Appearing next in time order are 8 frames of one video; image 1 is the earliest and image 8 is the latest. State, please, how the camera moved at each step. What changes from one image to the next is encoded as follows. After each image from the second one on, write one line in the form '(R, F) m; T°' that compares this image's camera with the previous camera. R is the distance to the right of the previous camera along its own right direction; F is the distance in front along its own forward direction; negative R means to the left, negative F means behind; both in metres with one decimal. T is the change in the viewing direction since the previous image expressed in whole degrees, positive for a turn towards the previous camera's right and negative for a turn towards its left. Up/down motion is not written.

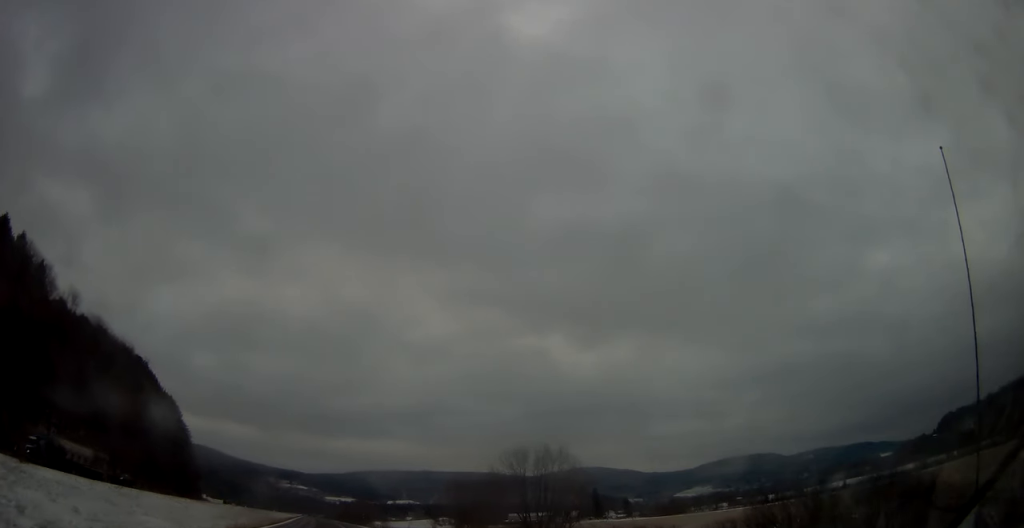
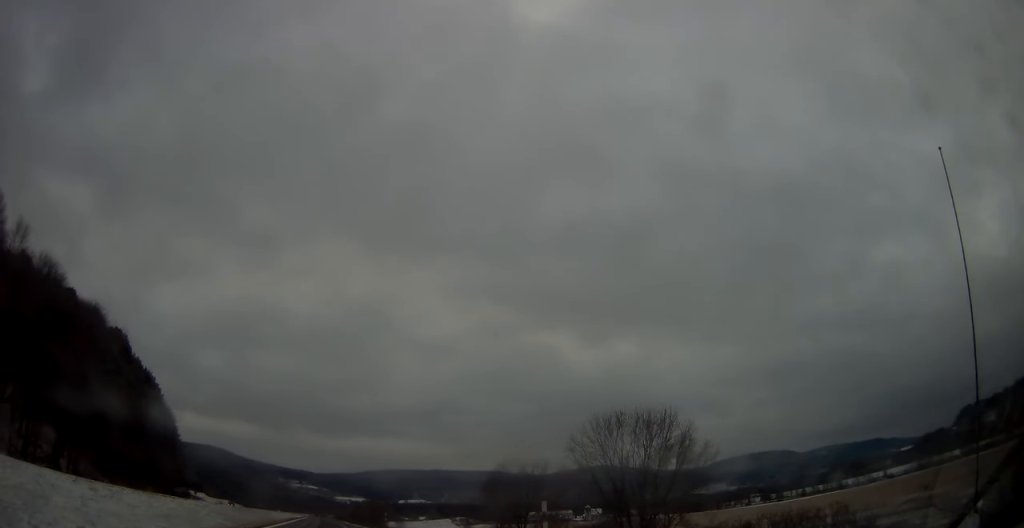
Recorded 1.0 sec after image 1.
(-0.5, +29.8) m; -1°
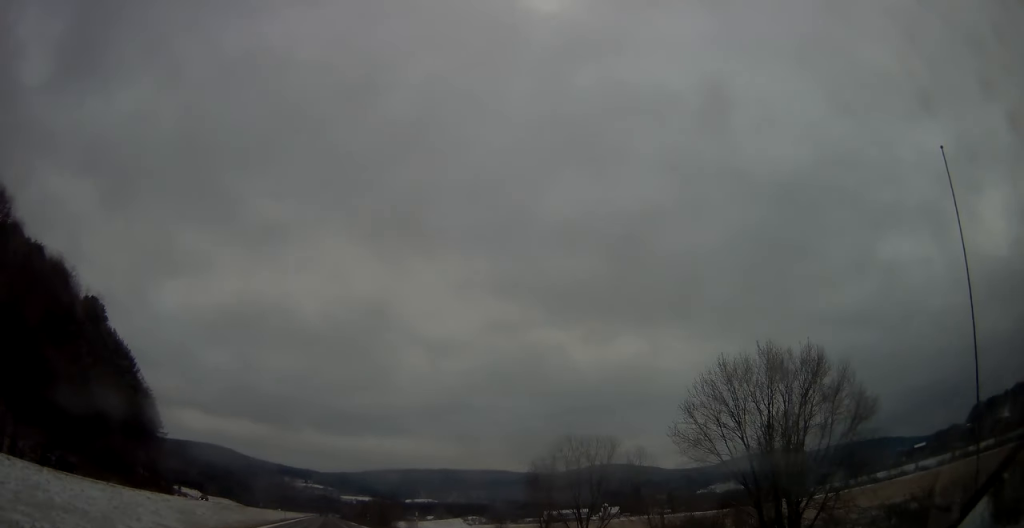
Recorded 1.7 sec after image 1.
(0.0, +23.6) m; -1°
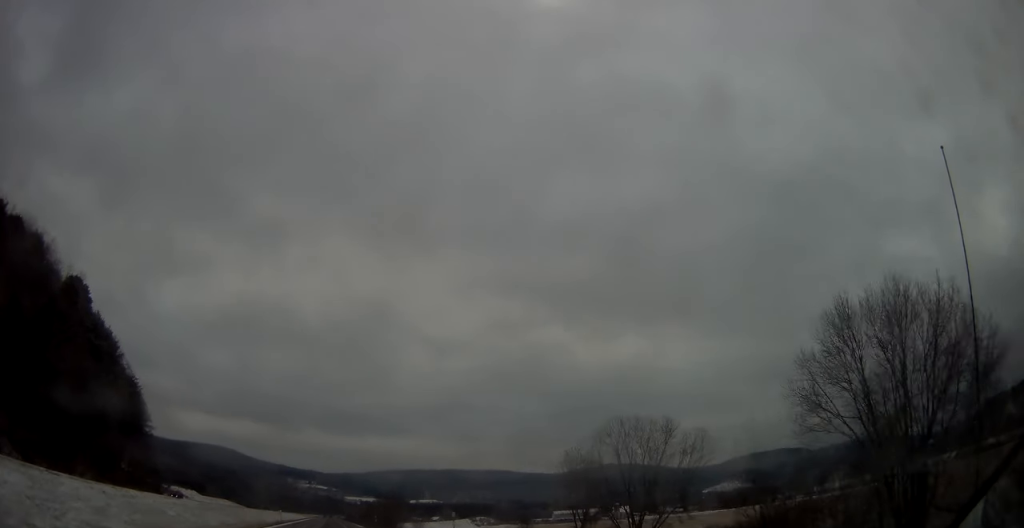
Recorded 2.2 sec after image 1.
(-0.1, +13.4) m; 0°
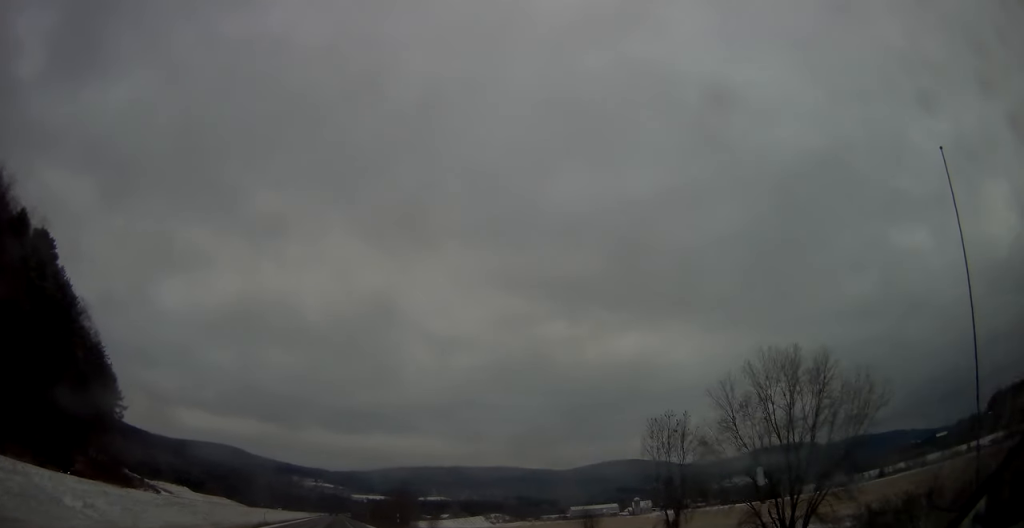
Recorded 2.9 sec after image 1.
(-0.2, +23.7) m; 0°
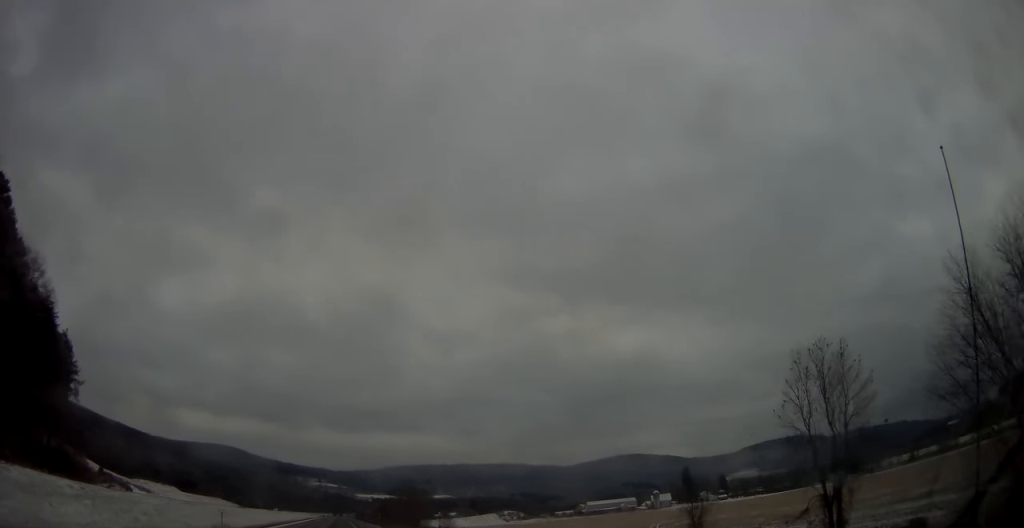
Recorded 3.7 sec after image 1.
(0.0, +23.9) m; 0°
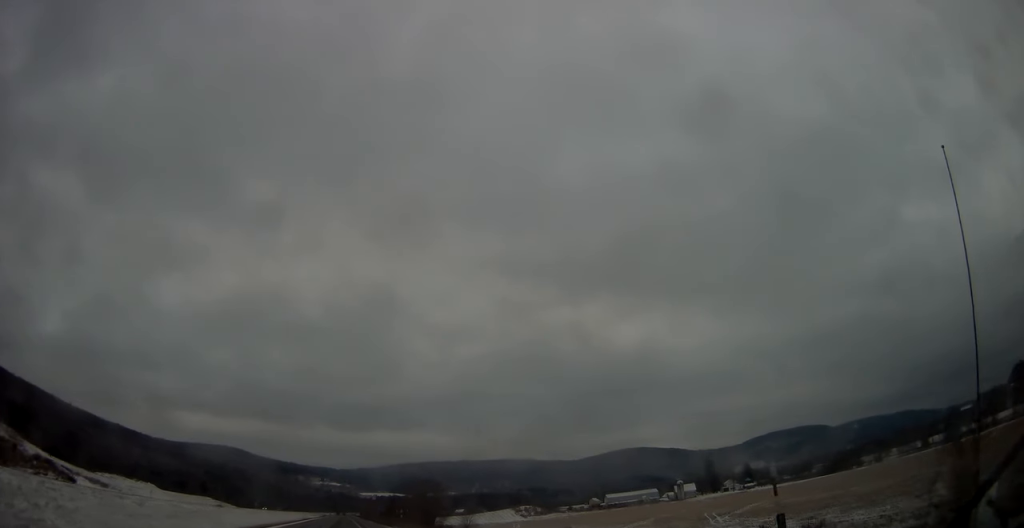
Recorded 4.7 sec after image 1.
(-0.3, +30.1) m; -1°
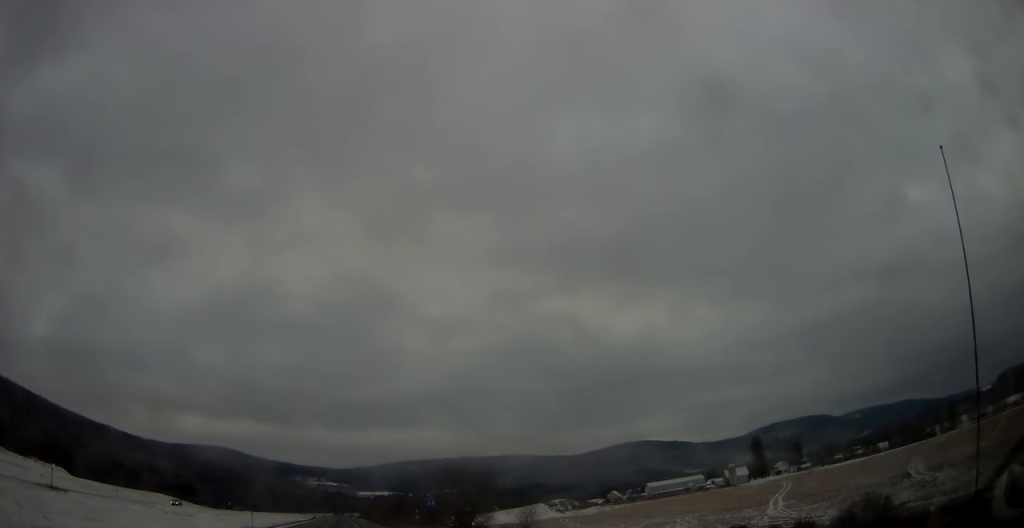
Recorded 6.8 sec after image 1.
(+0.4, +65.3) m; +1°
